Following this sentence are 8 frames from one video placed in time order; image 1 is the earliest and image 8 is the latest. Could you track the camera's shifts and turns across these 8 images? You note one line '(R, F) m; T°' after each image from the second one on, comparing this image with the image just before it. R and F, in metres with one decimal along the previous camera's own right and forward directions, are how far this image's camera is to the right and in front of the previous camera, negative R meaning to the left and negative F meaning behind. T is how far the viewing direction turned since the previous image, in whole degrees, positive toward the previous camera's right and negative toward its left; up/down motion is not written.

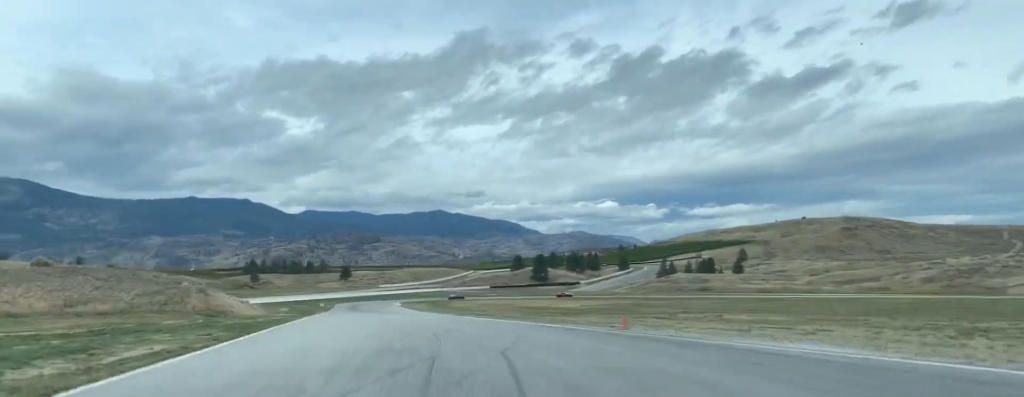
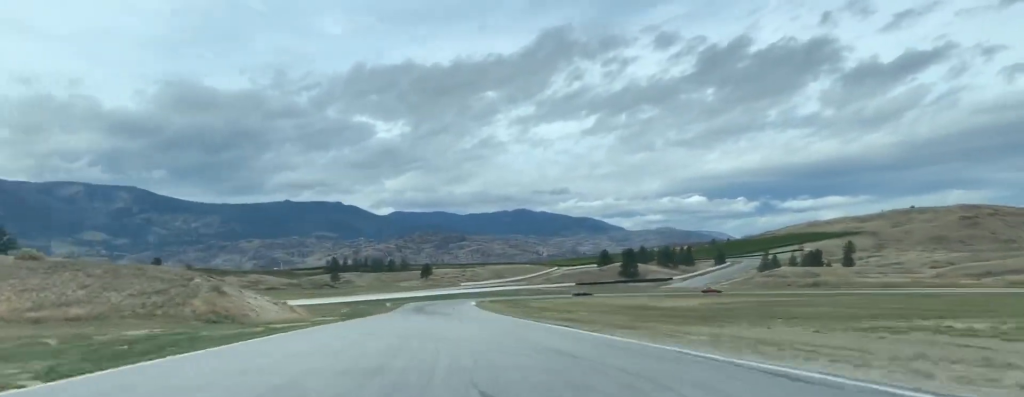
(-1.2, +19.4) m; -5°
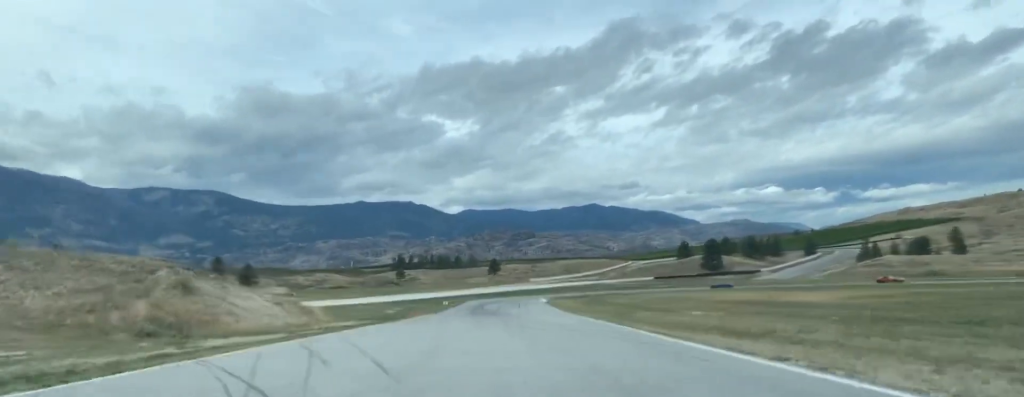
(-0.7, +19.5) m; -4°
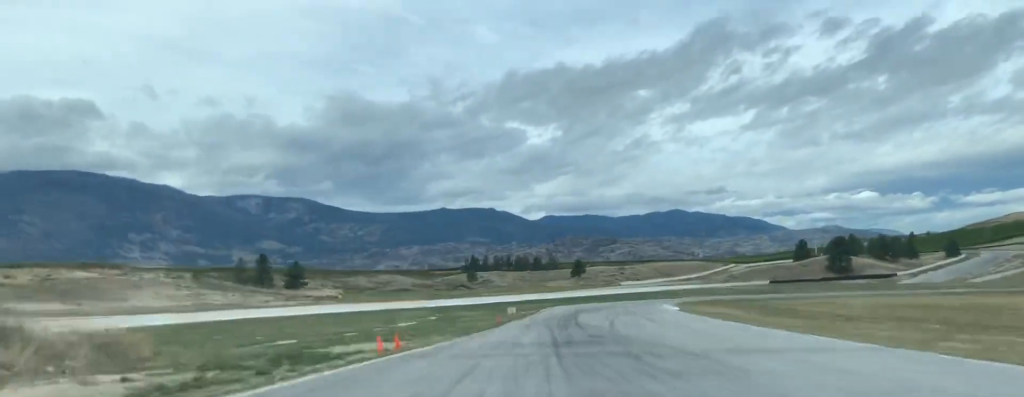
(-2.6, +40.2) m; -6°
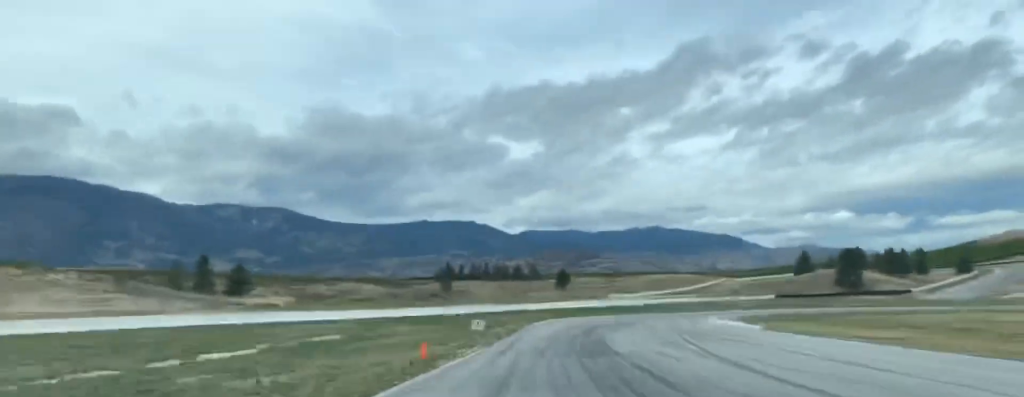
(-1.6, +27.3) m; -1°
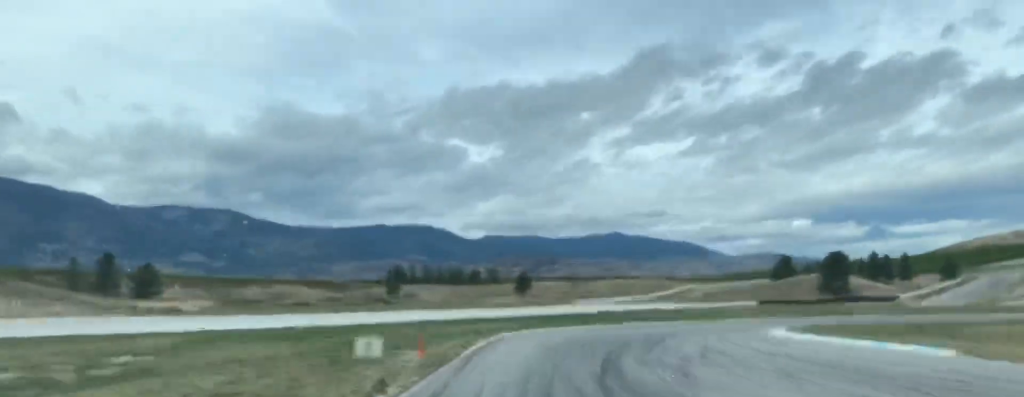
(+0.8, +20.4) m; +4°
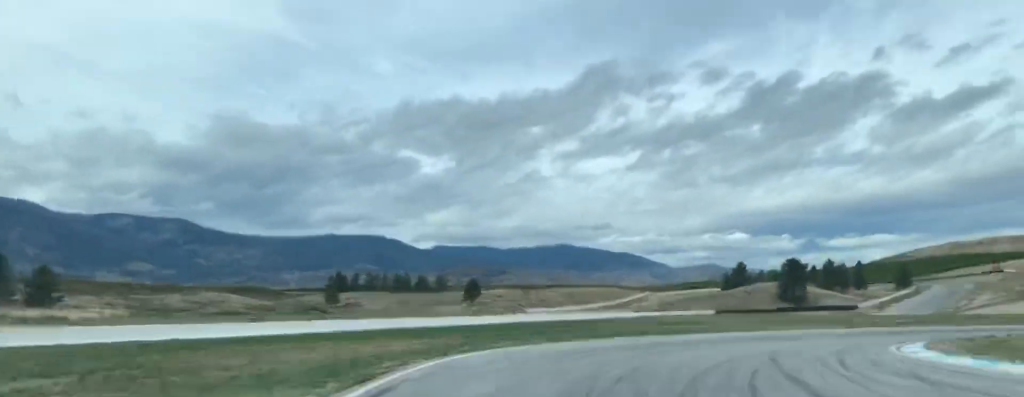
(+0.8, +20.7) m; +7°
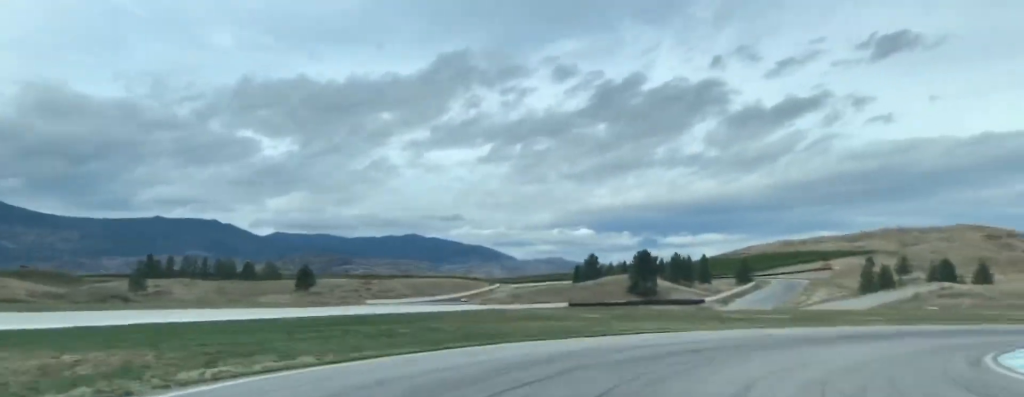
(+0.4, +17.9) m; +11°
